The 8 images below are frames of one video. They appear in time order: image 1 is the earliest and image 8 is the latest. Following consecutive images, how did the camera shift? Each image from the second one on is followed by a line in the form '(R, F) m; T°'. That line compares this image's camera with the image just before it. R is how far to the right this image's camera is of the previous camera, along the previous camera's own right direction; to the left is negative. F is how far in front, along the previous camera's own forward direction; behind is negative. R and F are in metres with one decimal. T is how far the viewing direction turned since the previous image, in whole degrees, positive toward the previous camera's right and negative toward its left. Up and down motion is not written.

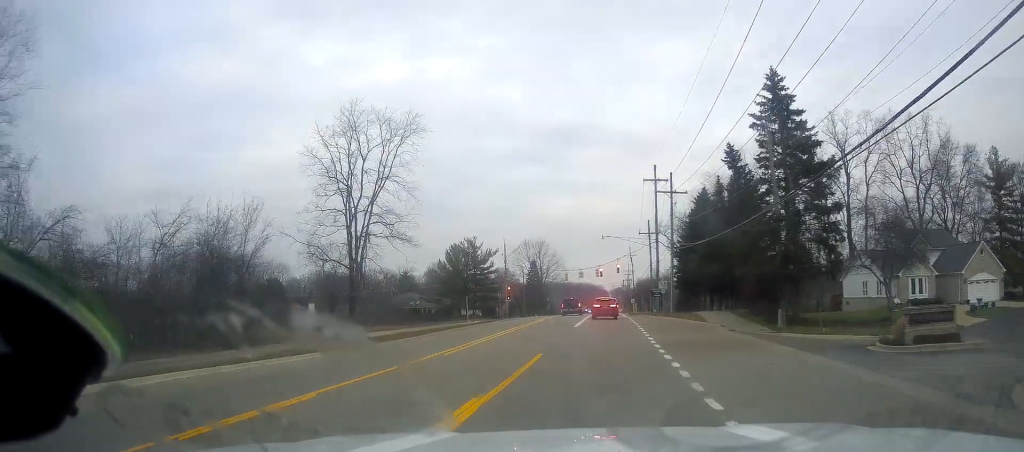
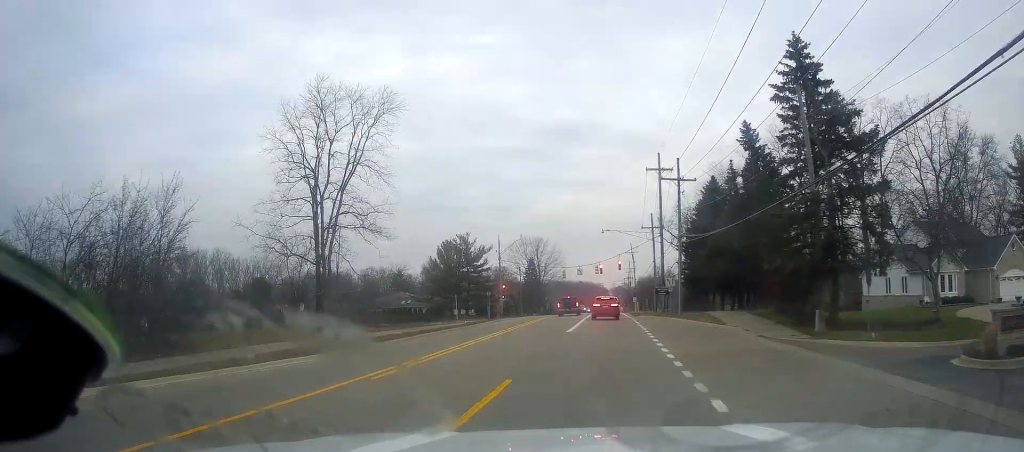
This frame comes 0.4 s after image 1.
(-0.3, +6.0) m; 0°
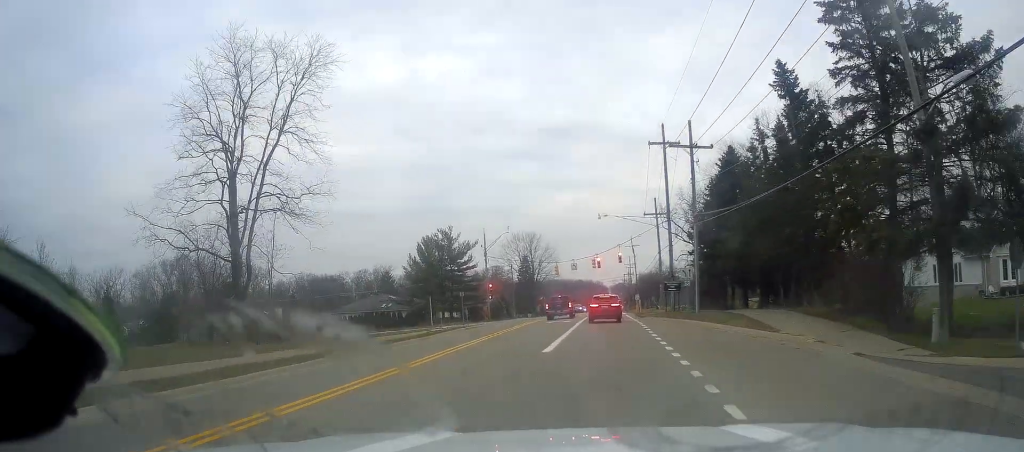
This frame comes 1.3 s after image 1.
(+0.6, +10.0) m; +3°
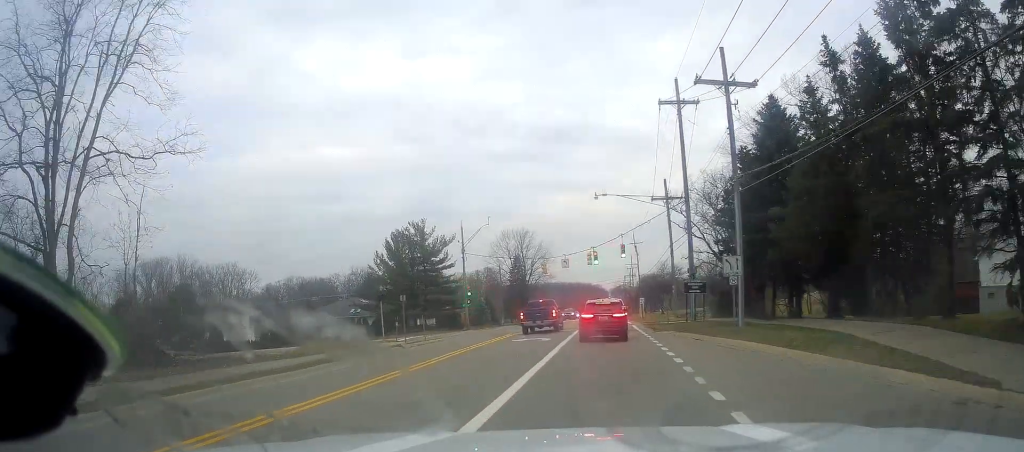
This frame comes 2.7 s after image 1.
(-0.2, +13.0) m; -3°
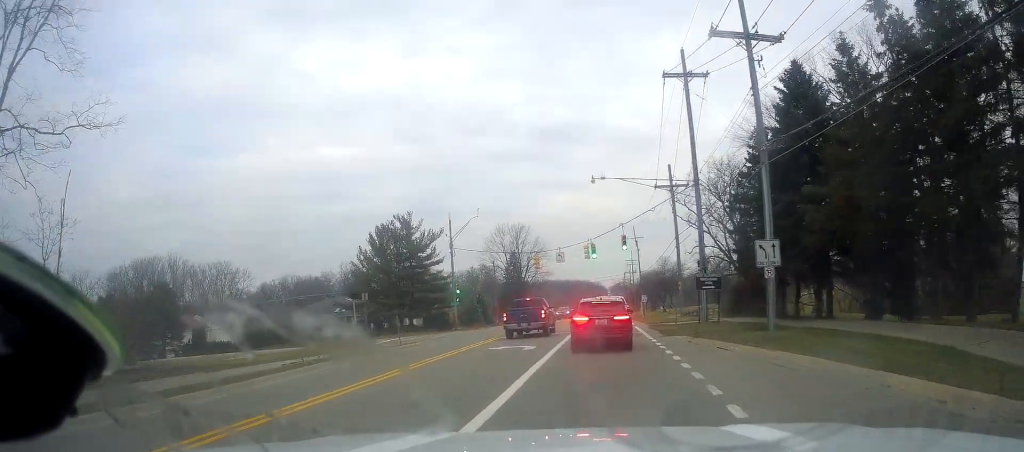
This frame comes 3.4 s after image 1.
(-0.2, +5.2) m; 0°
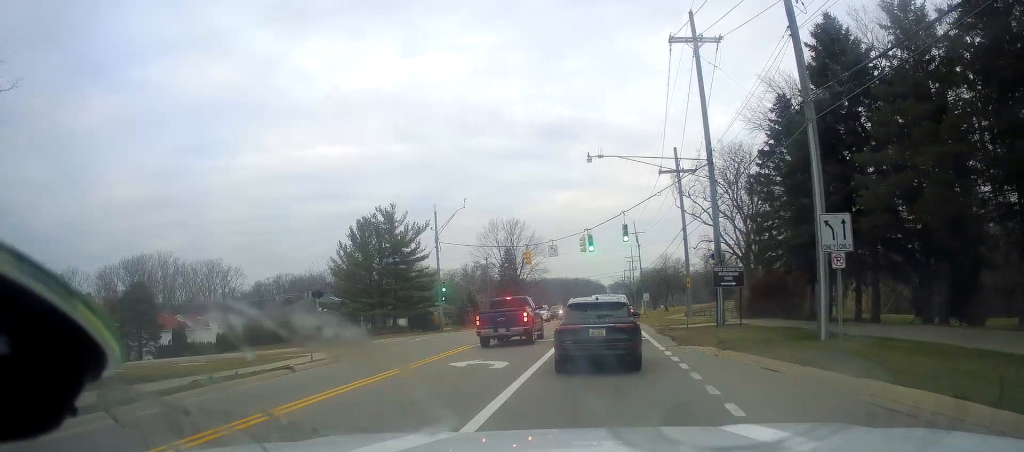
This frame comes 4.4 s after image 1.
(+0.3, +5.5) m; +3°
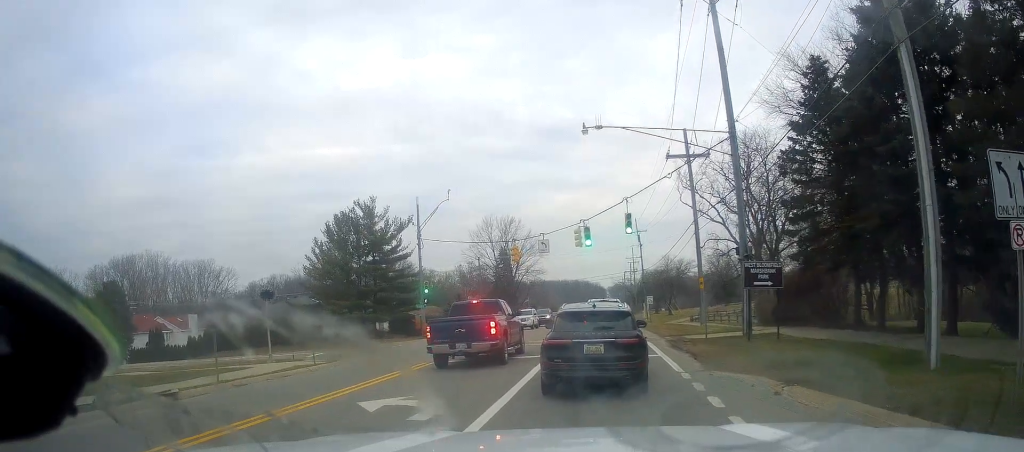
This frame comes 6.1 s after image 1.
(0.0, +6.5) m; 0°
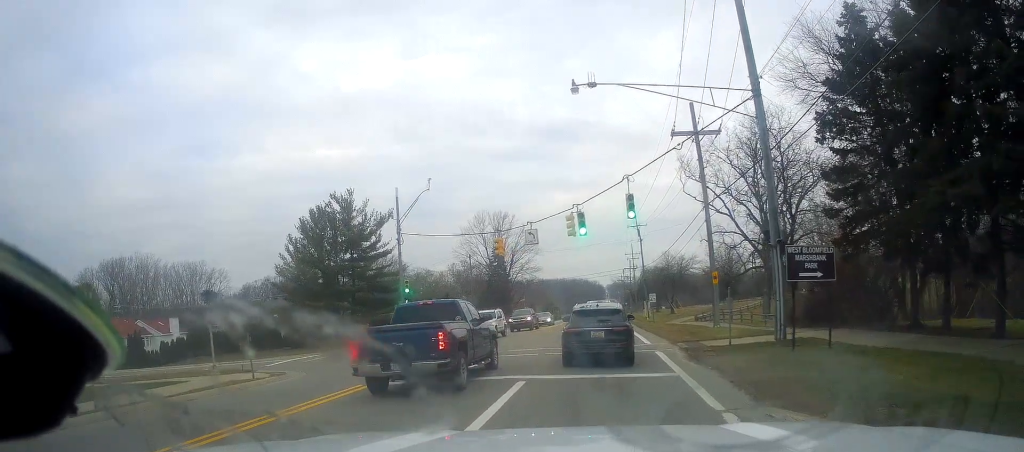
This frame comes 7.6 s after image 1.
(0.0, +5.5) m; 0°
